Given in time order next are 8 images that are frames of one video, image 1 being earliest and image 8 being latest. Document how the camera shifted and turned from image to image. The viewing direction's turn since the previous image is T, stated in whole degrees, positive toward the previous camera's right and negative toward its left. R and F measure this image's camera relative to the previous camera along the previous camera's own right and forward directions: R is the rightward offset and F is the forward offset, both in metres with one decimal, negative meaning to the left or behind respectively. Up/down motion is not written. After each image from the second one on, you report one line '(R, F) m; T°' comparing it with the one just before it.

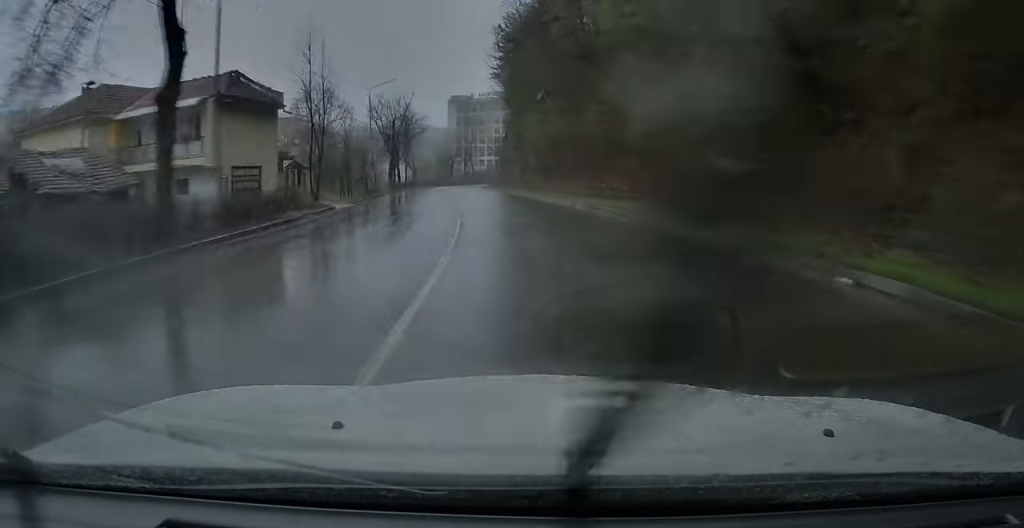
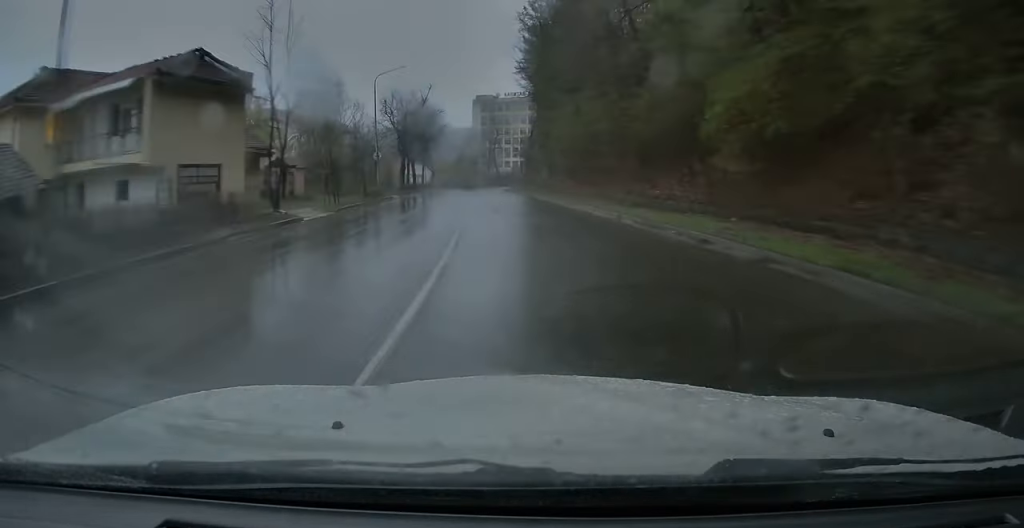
(-0.5, +7.1) m; -2°
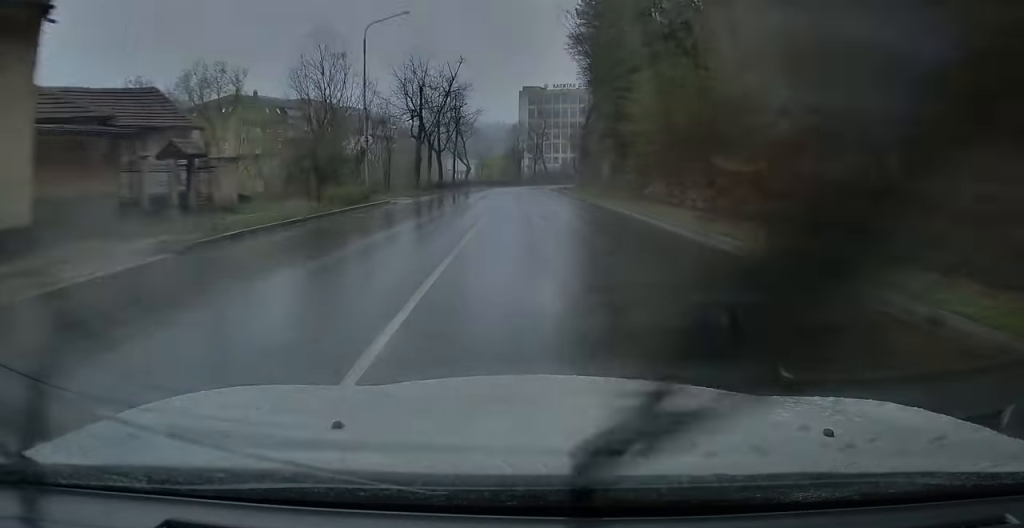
(-0.5, +15.5) m; -3°
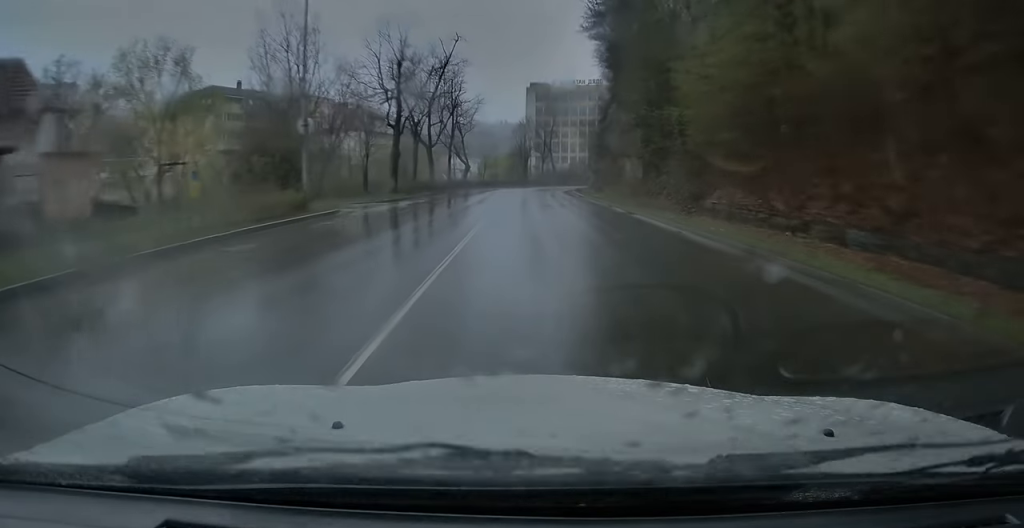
(0.0, +10.0) m; -1°
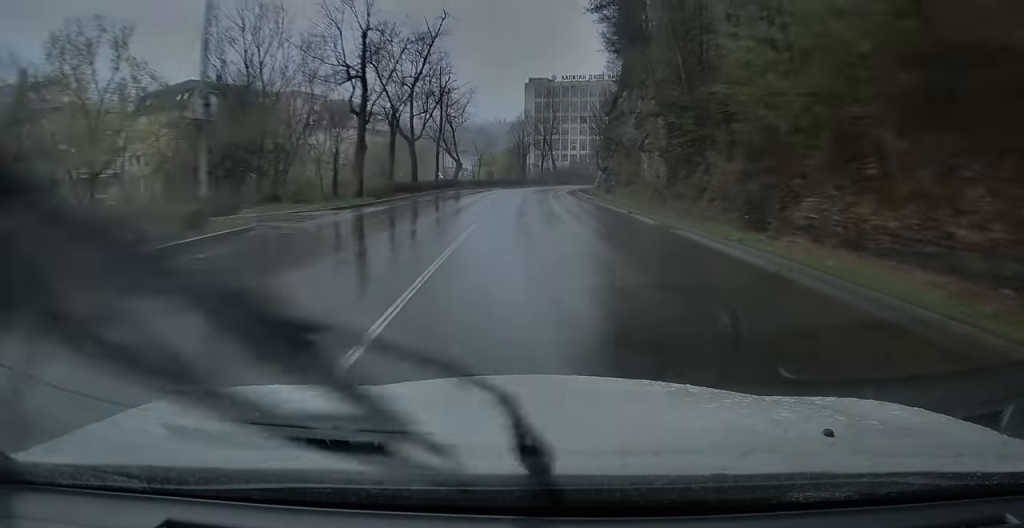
(-0.2, +7.2) m; 0°
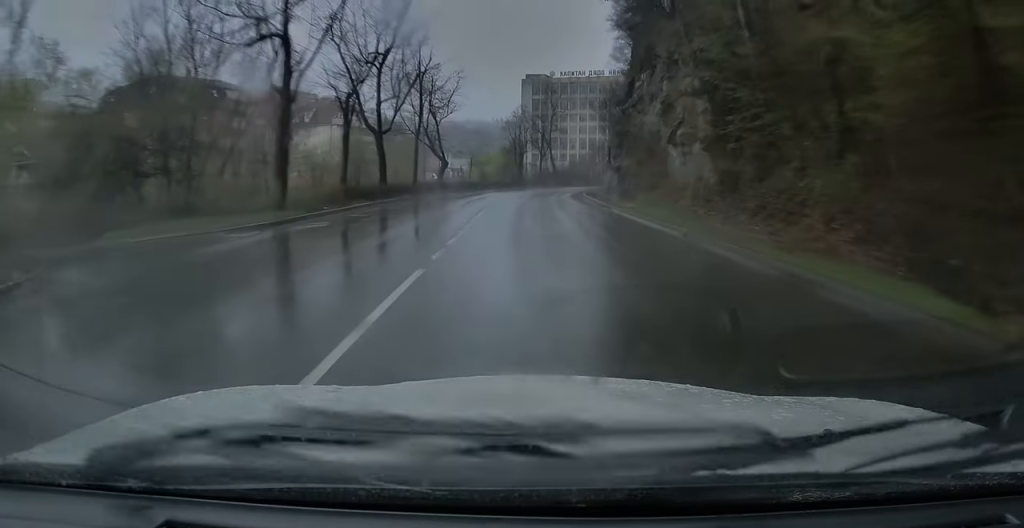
(-0.2, +8.9) m; 0°
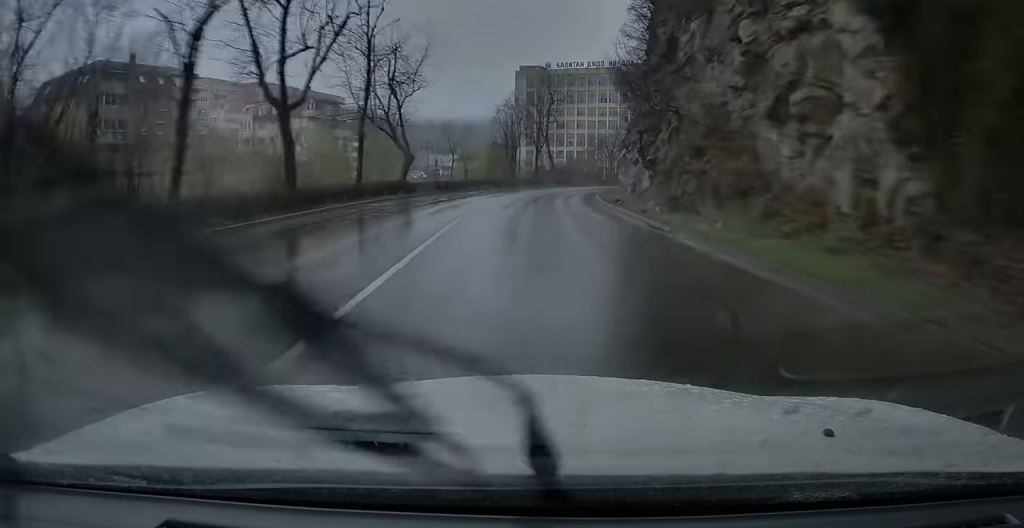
(+0.4, +13.4) m; +1°
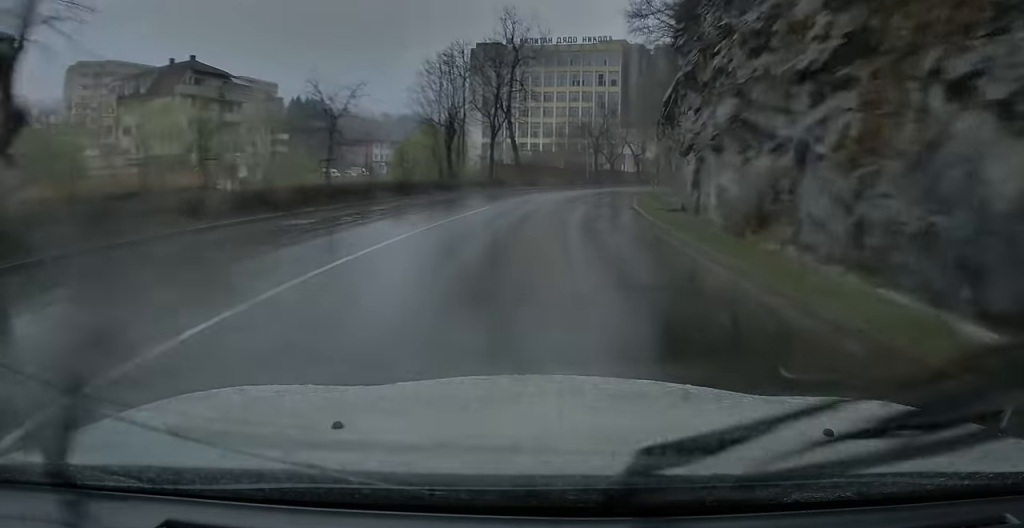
(+0.7, +30.1) m; +5°
